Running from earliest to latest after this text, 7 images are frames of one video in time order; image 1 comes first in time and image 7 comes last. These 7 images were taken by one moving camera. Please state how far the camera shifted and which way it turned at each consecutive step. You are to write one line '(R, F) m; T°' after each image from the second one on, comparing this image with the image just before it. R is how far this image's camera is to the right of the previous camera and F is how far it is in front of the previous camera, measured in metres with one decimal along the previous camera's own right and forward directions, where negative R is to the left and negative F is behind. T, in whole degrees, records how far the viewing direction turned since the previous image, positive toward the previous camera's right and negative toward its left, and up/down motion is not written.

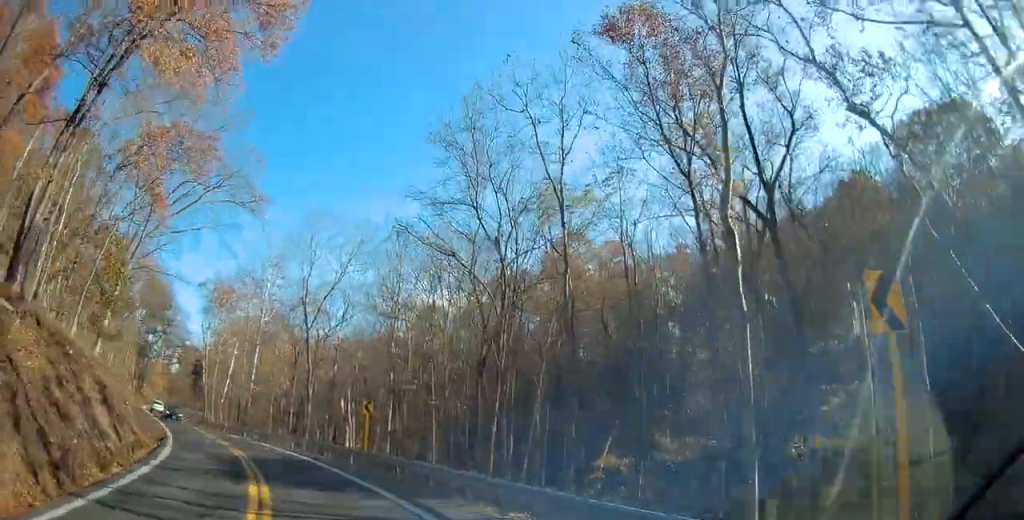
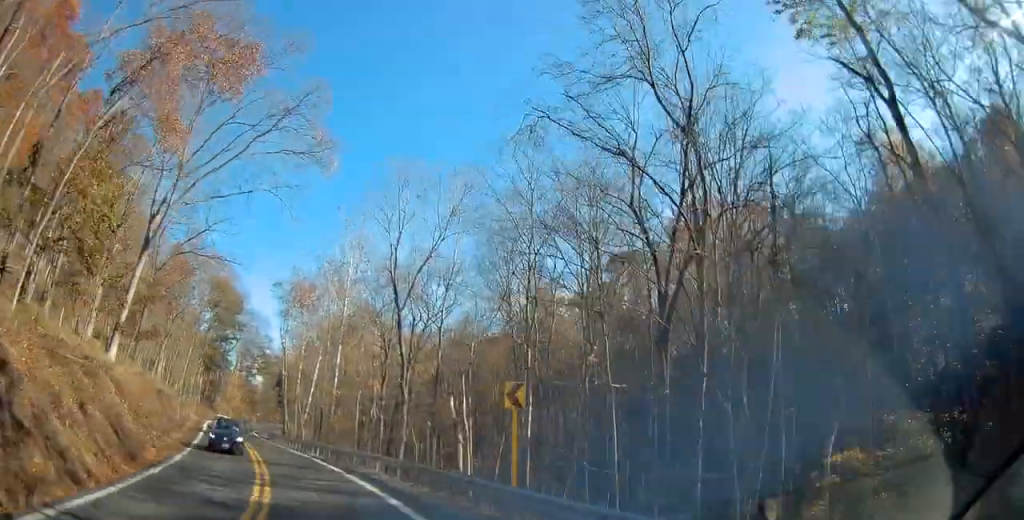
(-1.2, +13.1) m; -10°
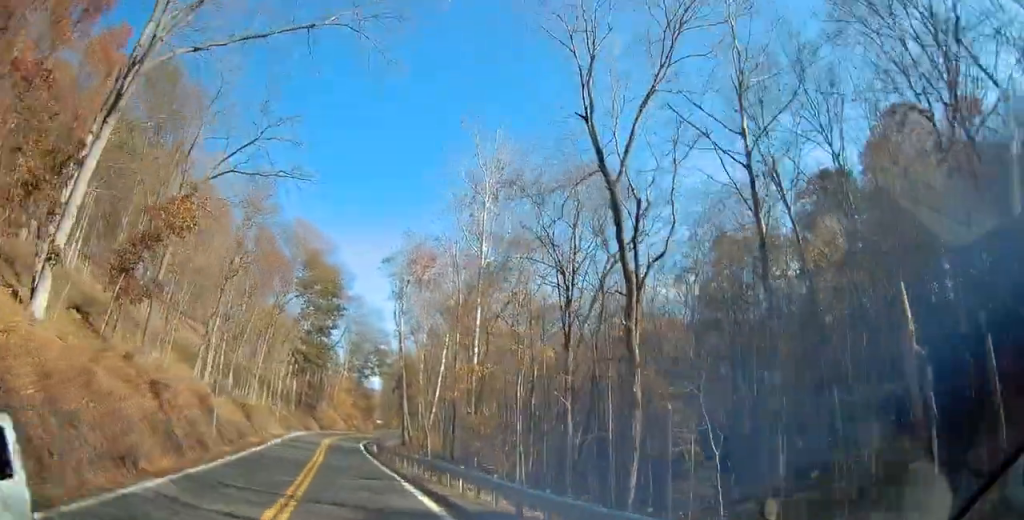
(-2.3, +21.8) m; -11°
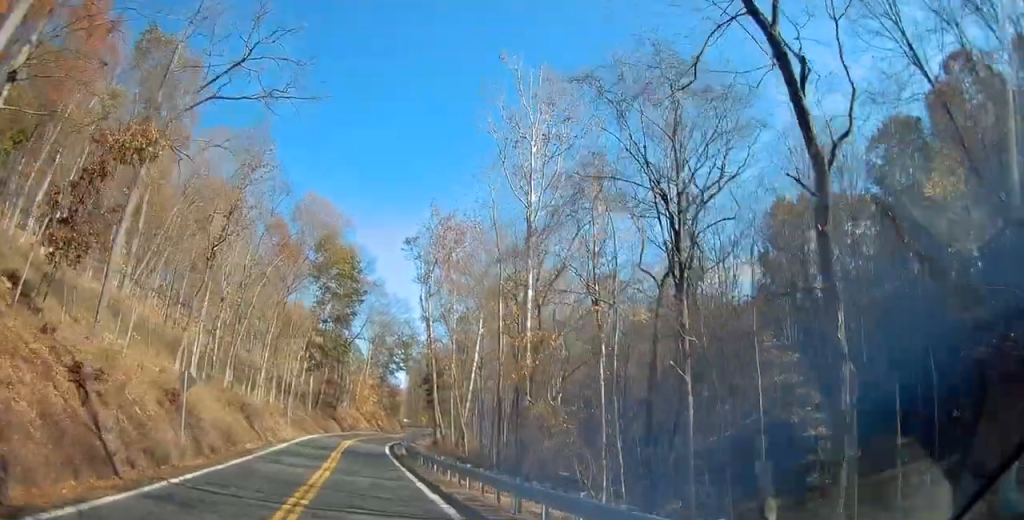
(-0.4, +9.4) m; -3°
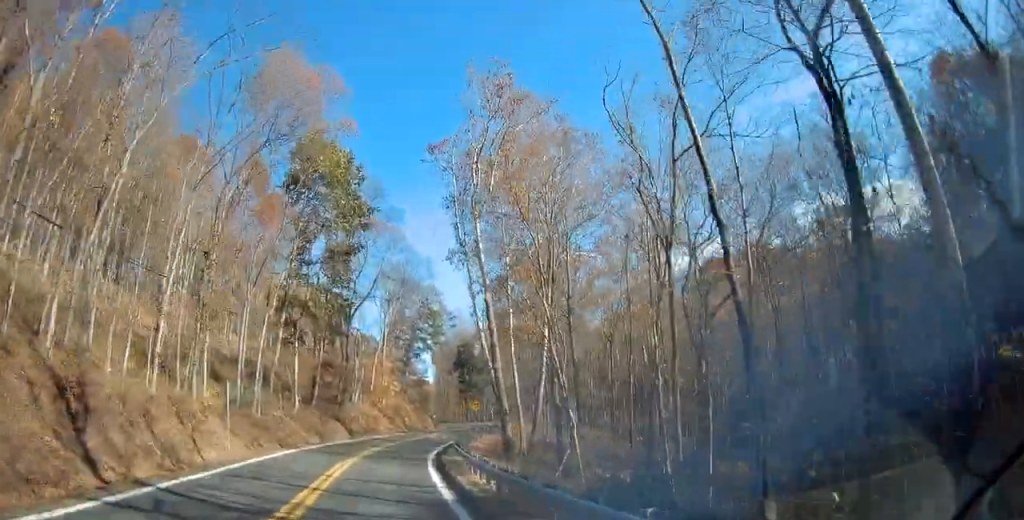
(-1.4, +27.1) m; -4°
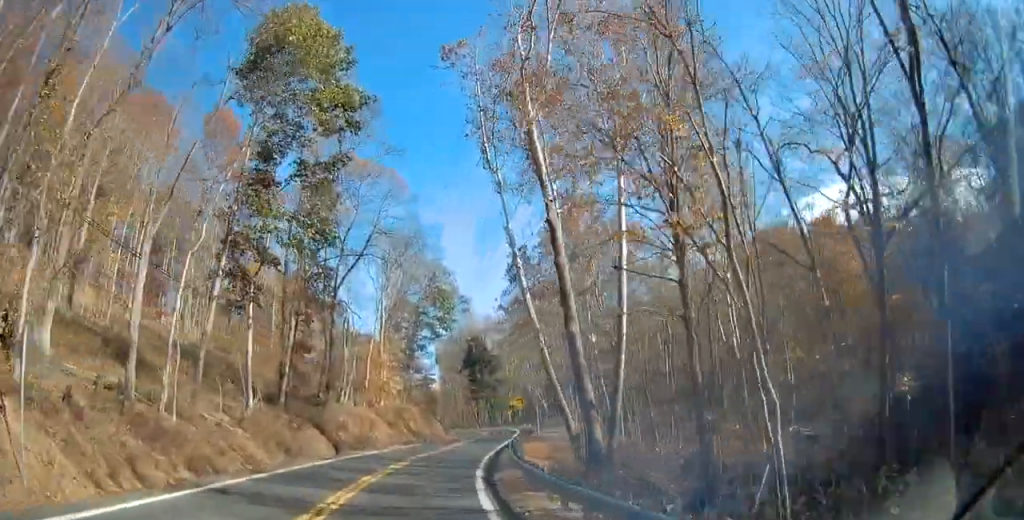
(0.0, +15.4) m; +1°
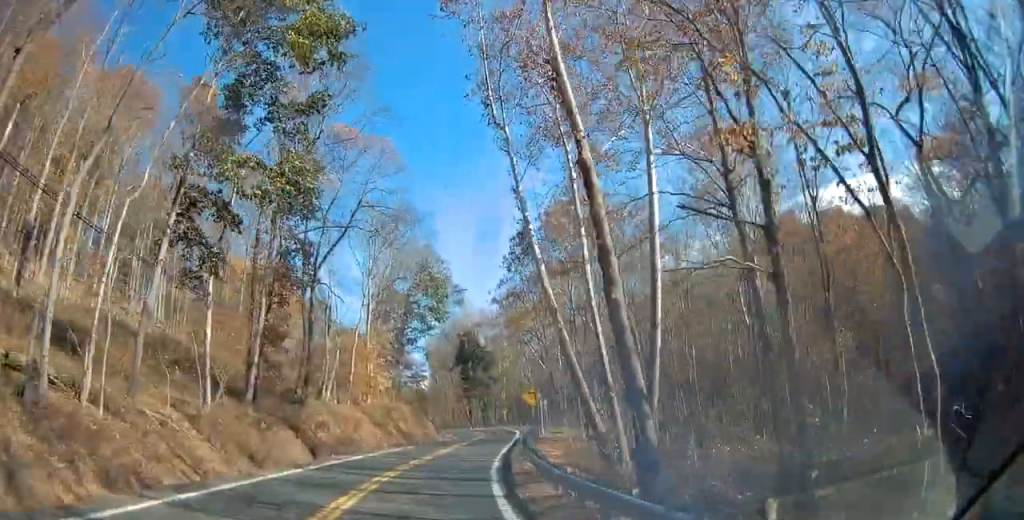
(+0.1, +6.0) m; +1°
